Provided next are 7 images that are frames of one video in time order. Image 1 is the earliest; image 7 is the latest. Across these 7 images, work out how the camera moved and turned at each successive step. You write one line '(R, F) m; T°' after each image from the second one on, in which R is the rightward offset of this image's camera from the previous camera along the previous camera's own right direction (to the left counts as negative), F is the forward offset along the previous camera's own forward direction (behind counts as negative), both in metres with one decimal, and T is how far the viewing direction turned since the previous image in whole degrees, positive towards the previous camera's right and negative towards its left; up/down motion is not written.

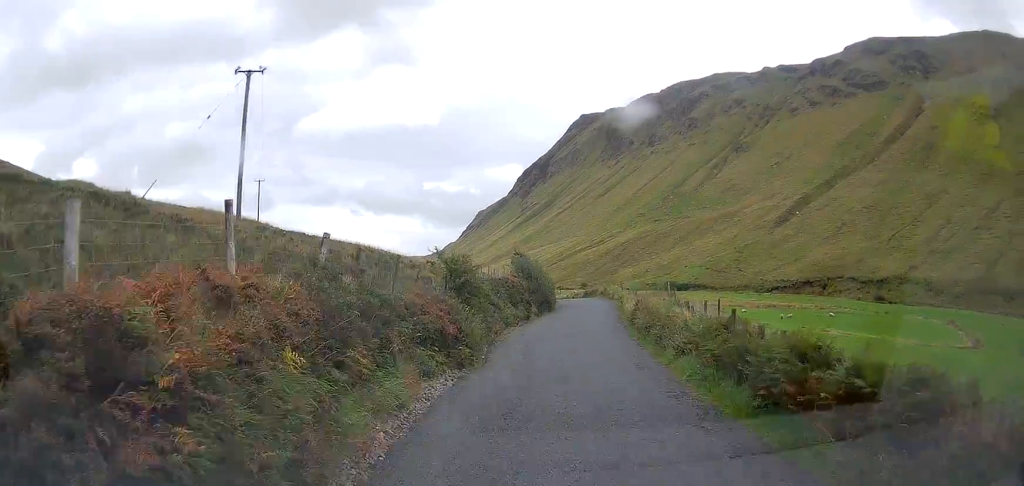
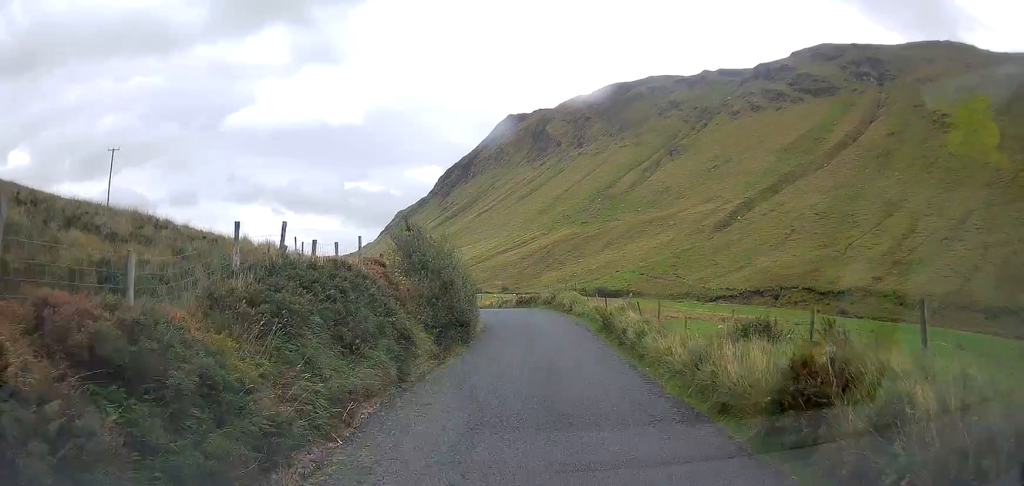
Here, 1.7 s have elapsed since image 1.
(+1.5, +20.2) m; +10°
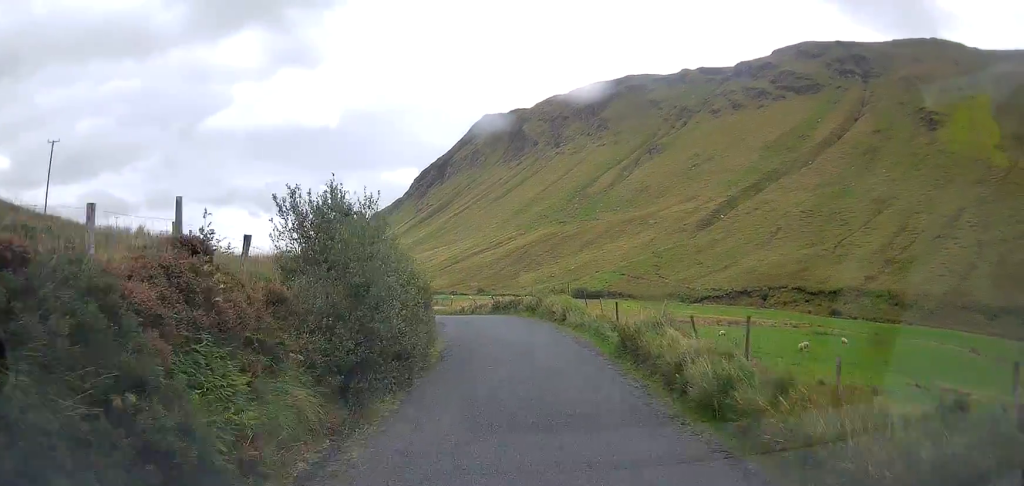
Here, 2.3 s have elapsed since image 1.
(+0.3, +7.7) m; +2°
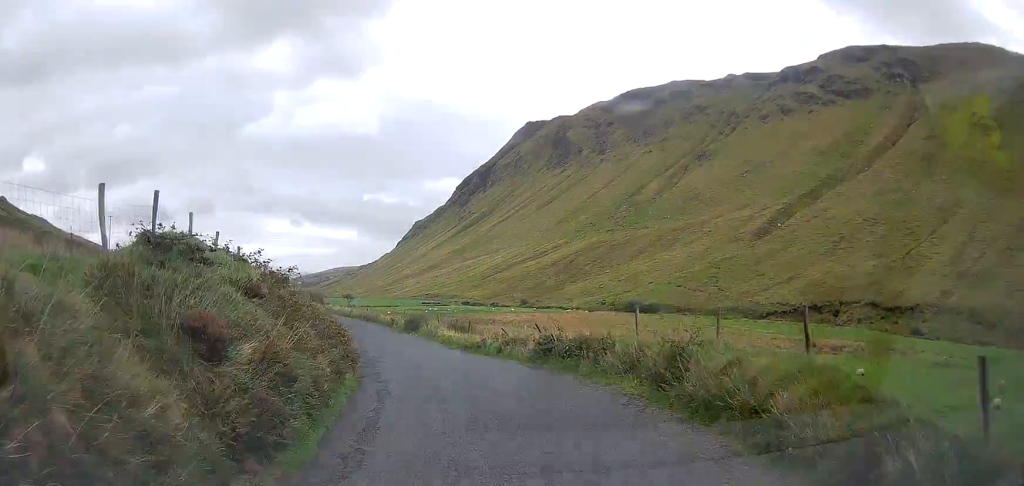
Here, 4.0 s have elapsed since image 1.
(-0.2, +20.1) m; -4°
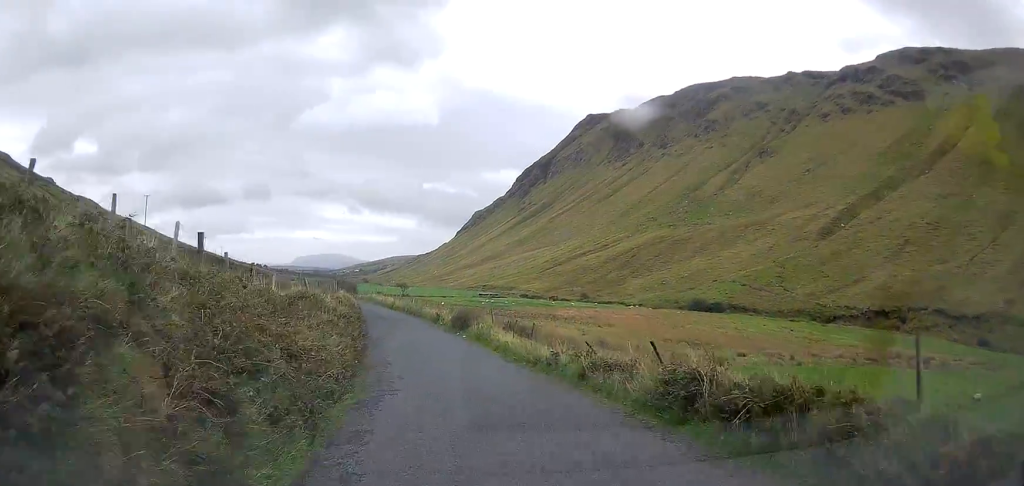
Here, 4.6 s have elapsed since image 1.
(-0.2, +7.9) m; -4°
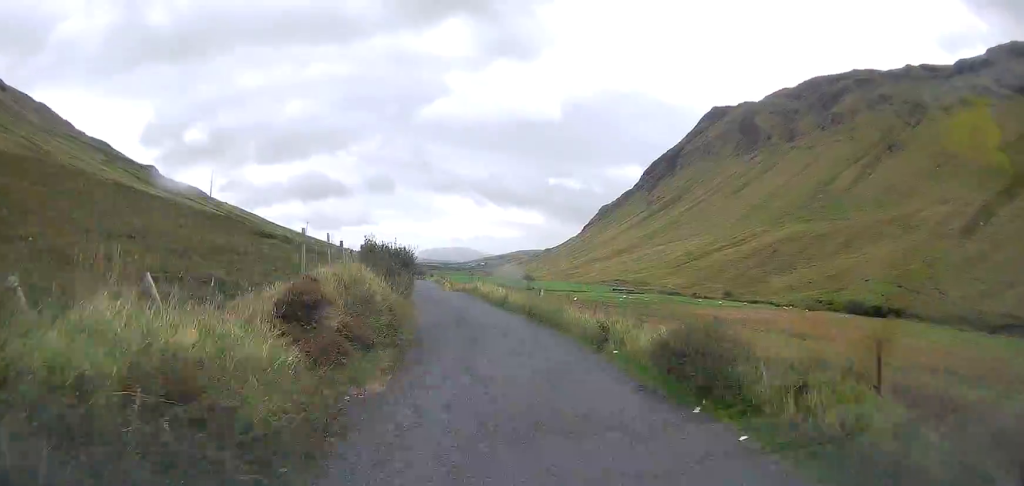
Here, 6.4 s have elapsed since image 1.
(-2.4, +23.3) m; -12°
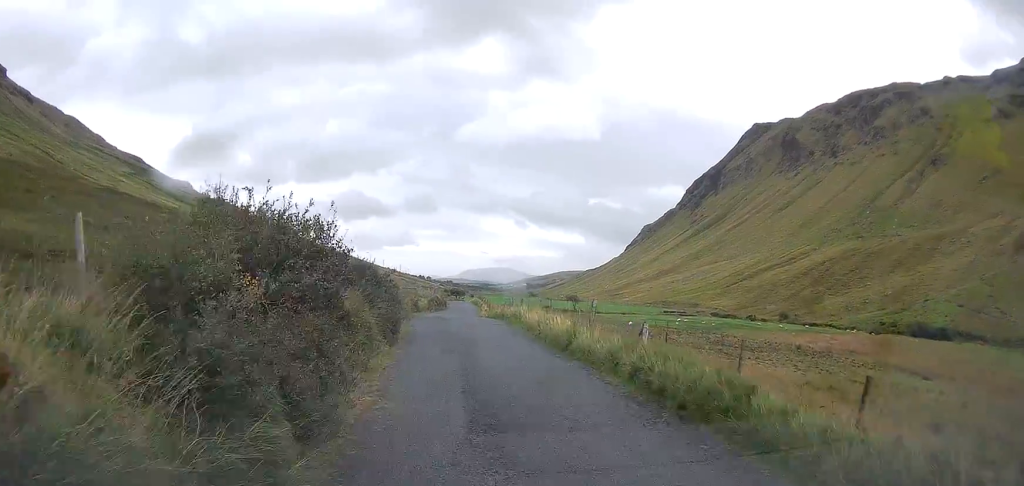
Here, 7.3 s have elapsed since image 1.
(-0.6, +12.9) m; -5°
